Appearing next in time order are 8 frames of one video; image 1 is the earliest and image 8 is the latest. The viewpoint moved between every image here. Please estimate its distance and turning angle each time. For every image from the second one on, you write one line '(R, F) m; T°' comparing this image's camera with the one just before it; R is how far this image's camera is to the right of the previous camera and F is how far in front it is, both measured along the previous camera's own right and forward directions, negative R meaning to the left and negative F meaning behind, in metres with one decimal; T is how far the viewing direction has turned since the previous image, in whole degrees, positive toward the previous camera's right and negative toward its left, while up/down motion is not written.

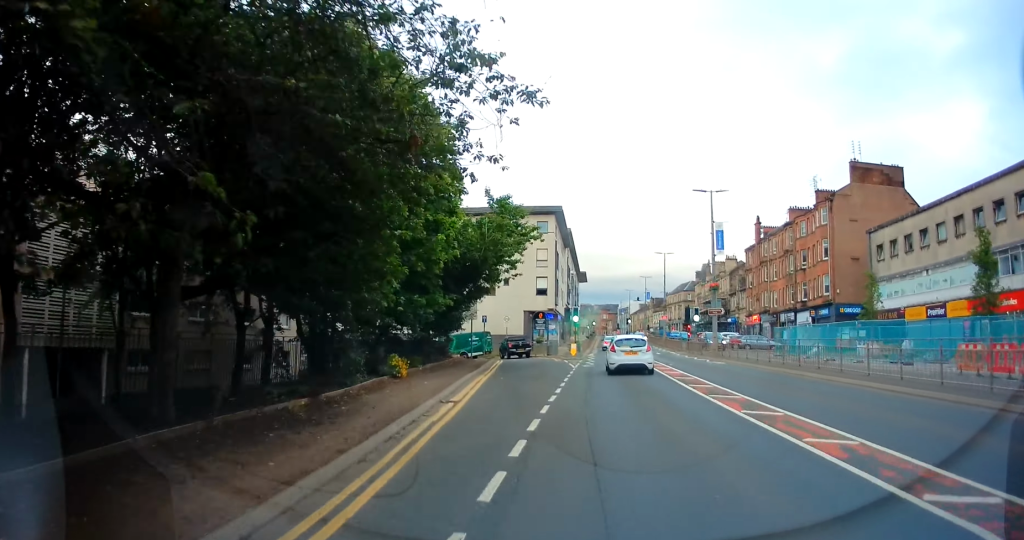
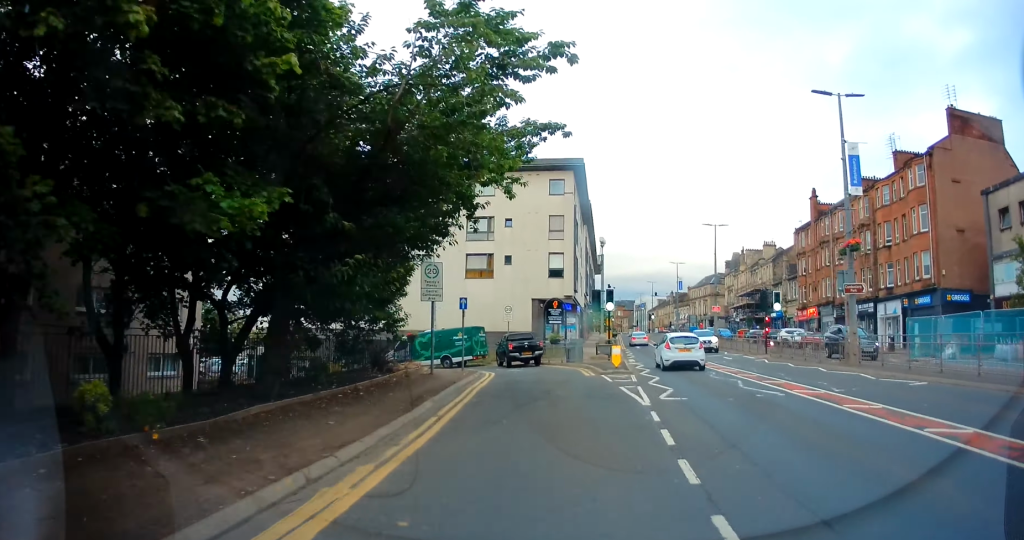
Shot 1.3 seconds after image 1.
(-0.5, +15.6) m; -3°
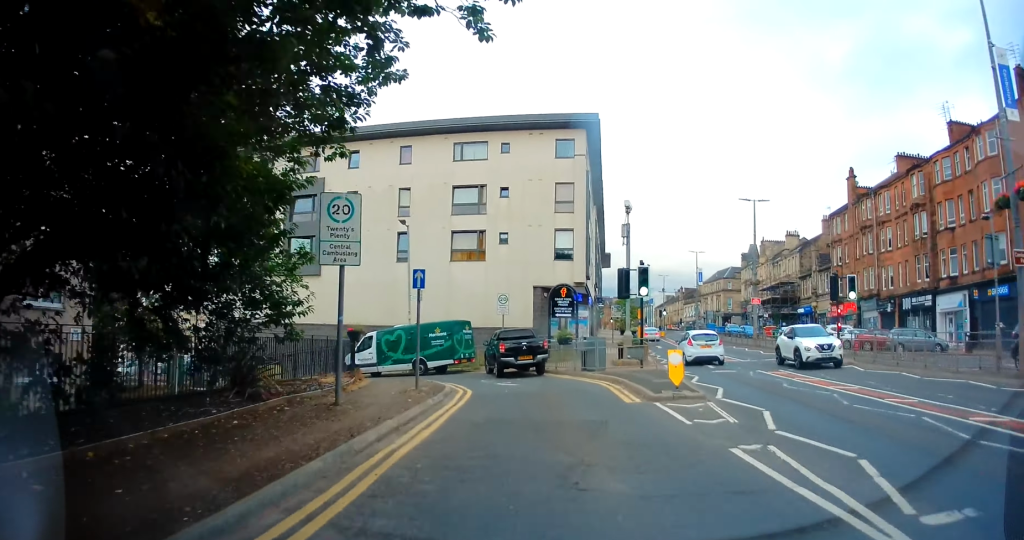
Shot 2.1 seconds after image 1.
(0.0, +9.4) m; -1°
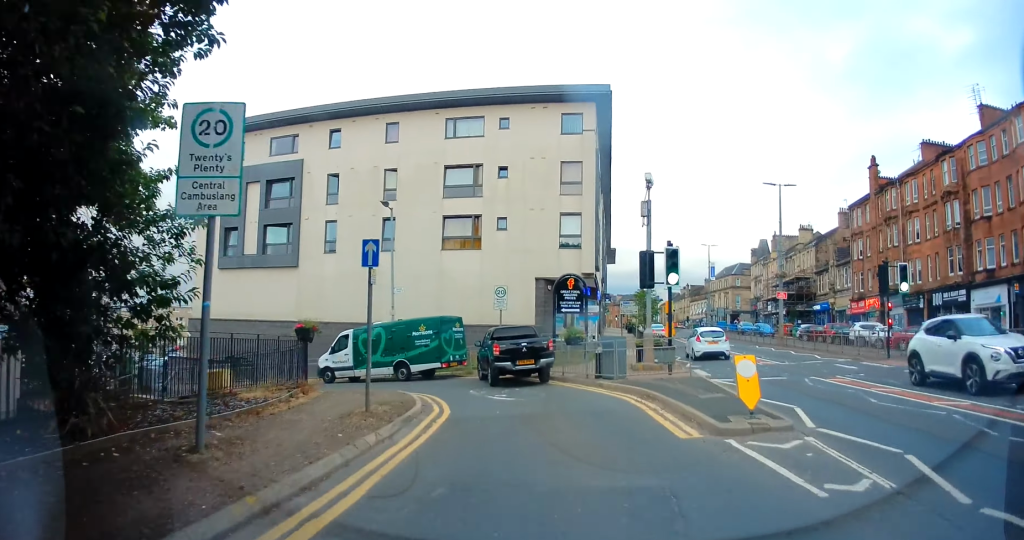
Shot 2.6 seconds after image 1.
(+0.1, +5.0) m; -1°
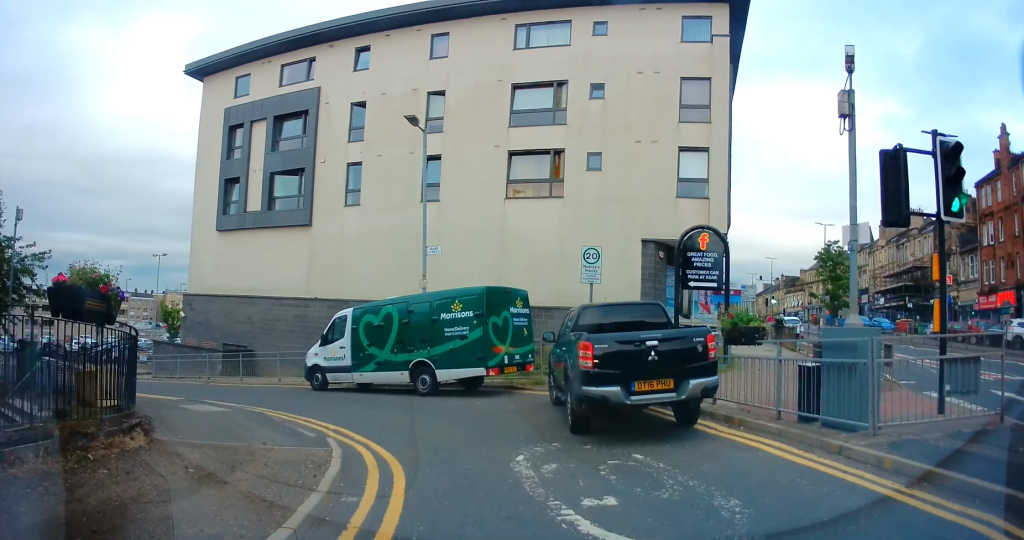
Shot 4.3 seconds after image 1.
(-0.4, +13.0) m; -3°
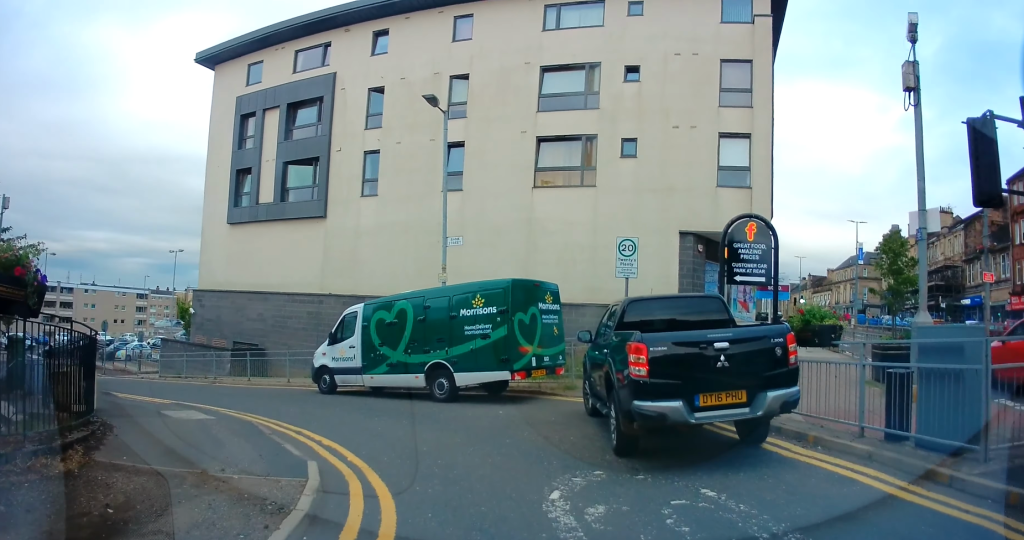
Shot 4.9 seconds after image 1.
(0.0, +2.8) m; -3°
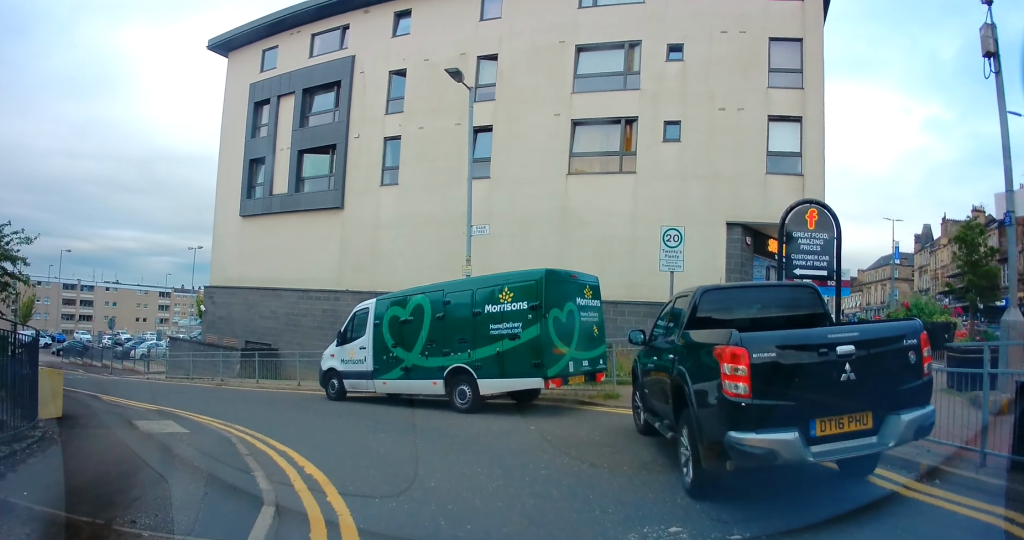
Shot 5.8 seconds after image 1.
(-0.2, +2.7) m; -5°
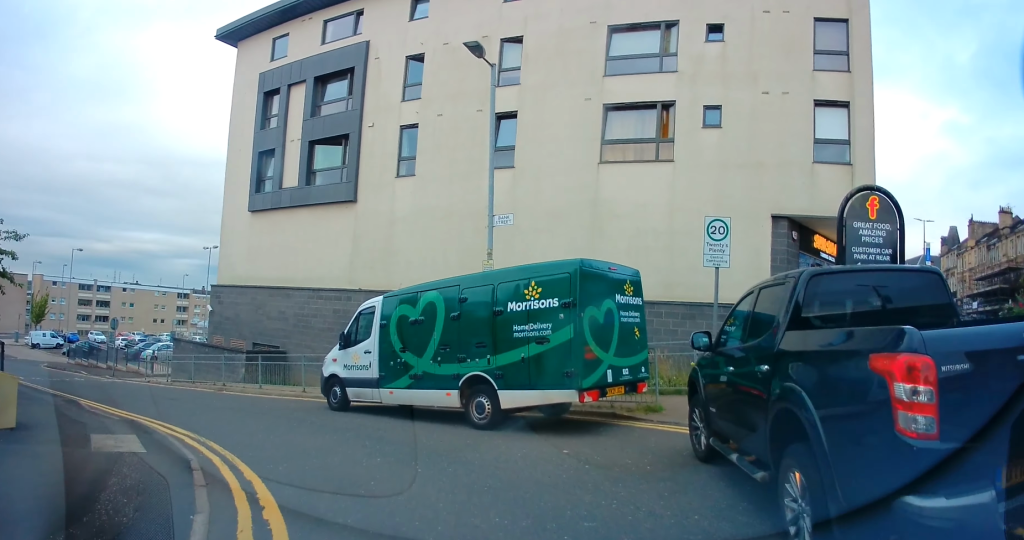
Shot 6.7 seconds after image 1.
(0.0, +1.6) m; -5°
